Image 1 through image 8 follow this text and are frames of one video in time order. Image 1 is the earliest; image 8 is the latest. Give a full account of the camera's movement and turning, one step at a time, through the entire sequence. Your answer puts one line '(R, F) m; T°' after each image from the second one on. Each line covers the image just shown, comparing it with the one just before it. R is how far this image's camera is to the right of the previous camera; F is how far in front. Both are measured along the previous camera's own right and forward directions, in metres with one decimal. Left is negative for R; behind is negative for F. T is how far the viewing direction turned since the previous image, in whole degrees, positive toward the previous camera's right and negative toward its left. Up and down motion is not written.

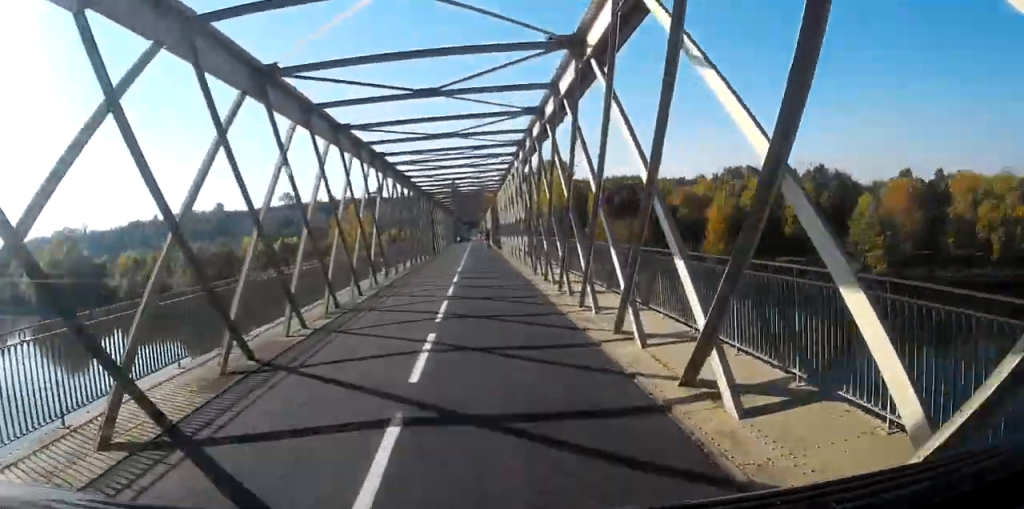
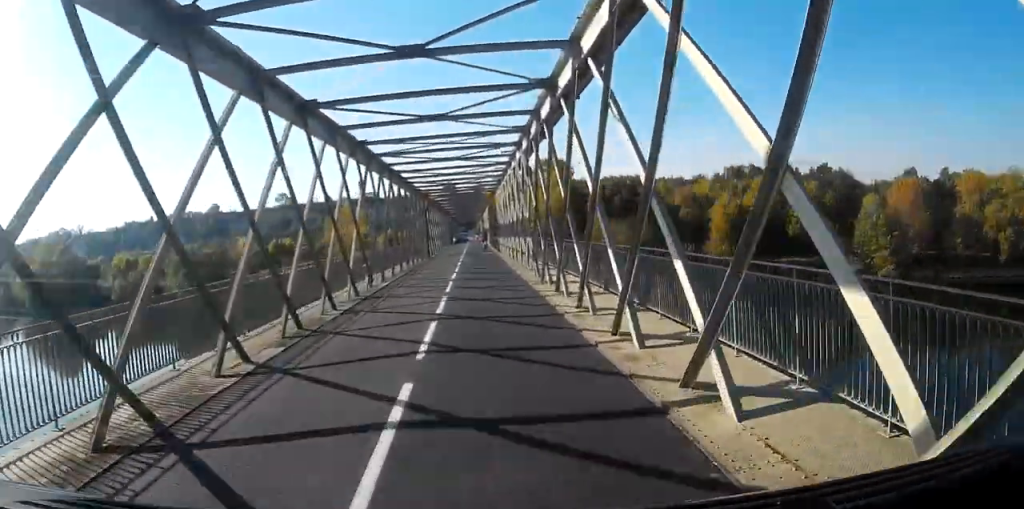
(0.0, +3.3) m; 0°
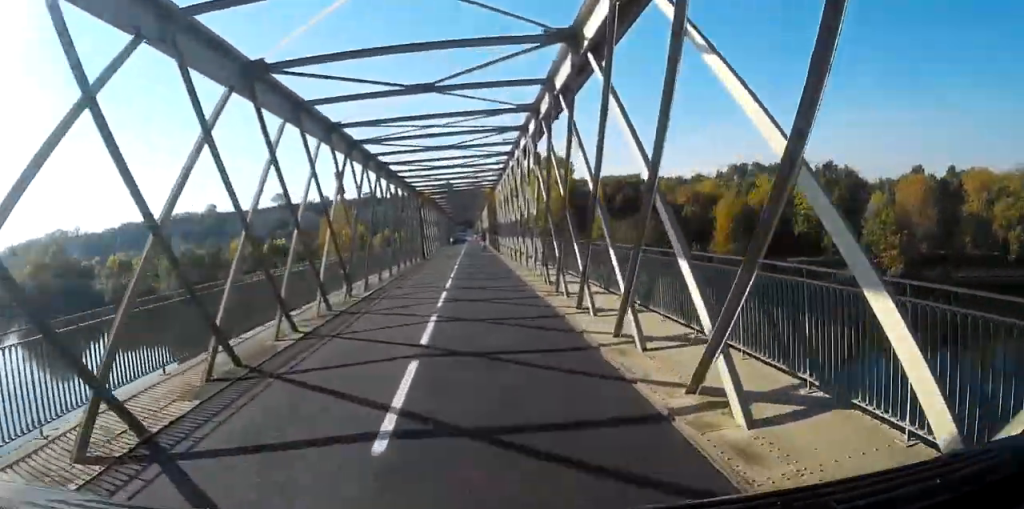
(0.0, +3.4) m; +1°
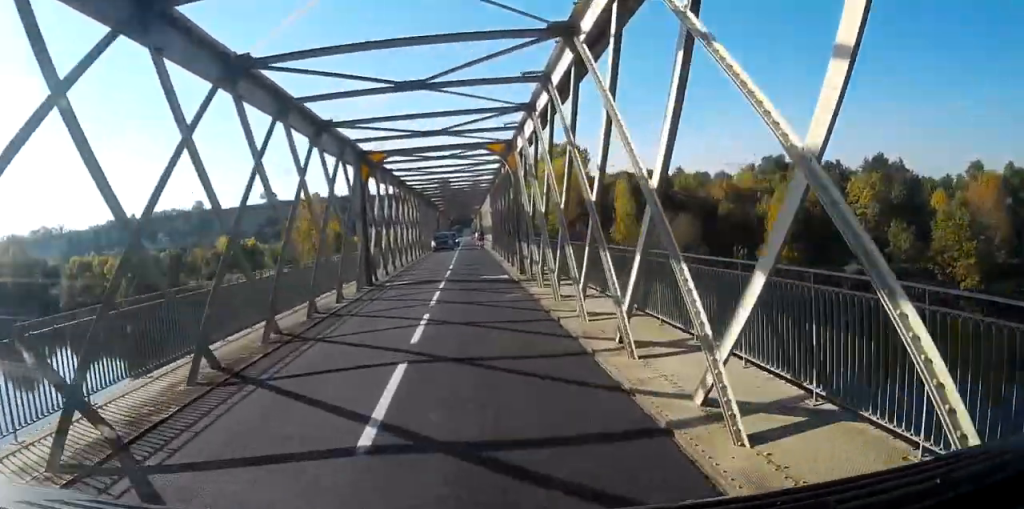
(+0.5, +21.8) m; +2°
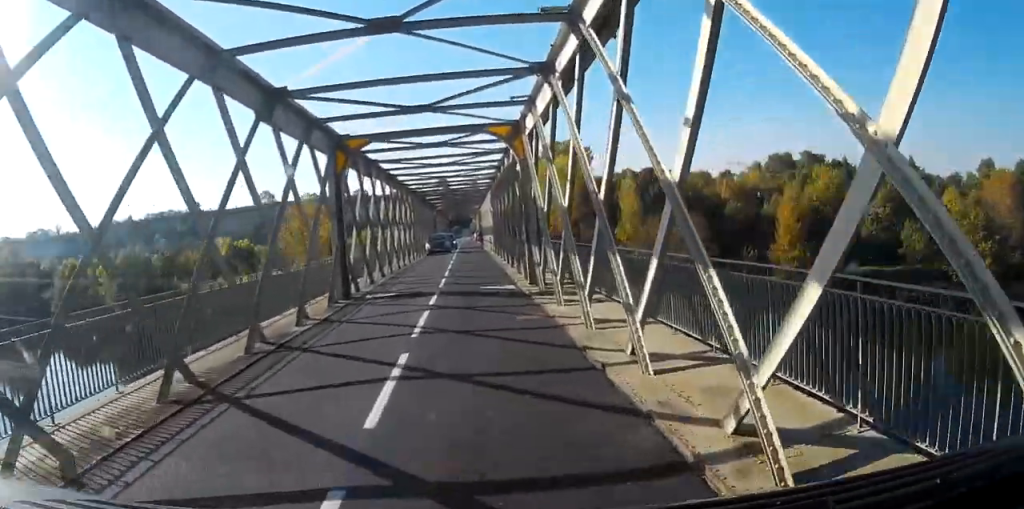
(+0.1, +4.0) m; 0°
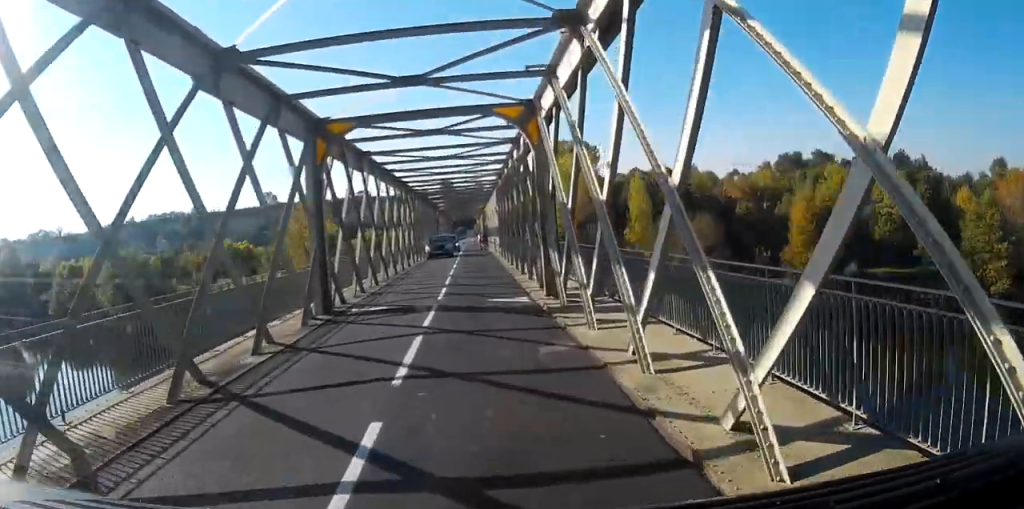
(0.0, +3.0) m; -1°
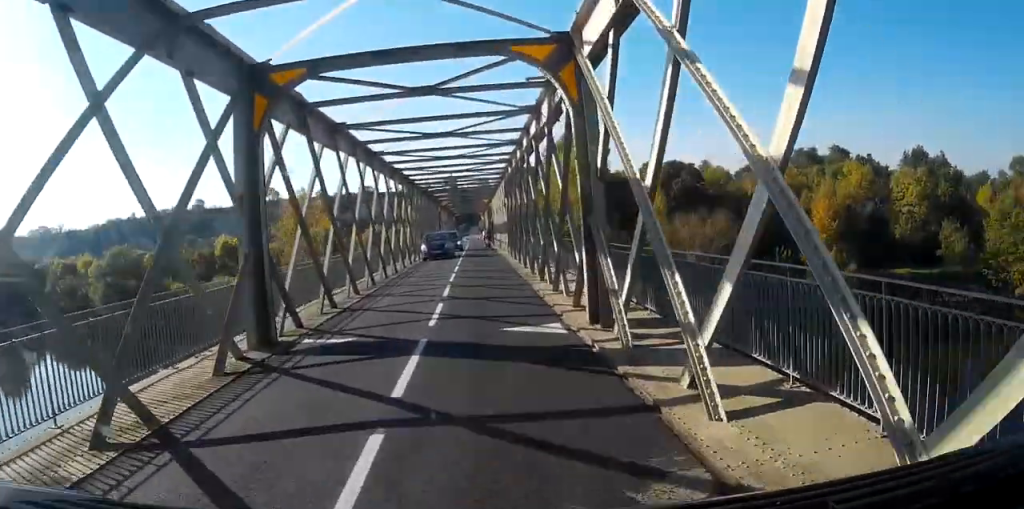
(-0.1, +5.0) m; -1°
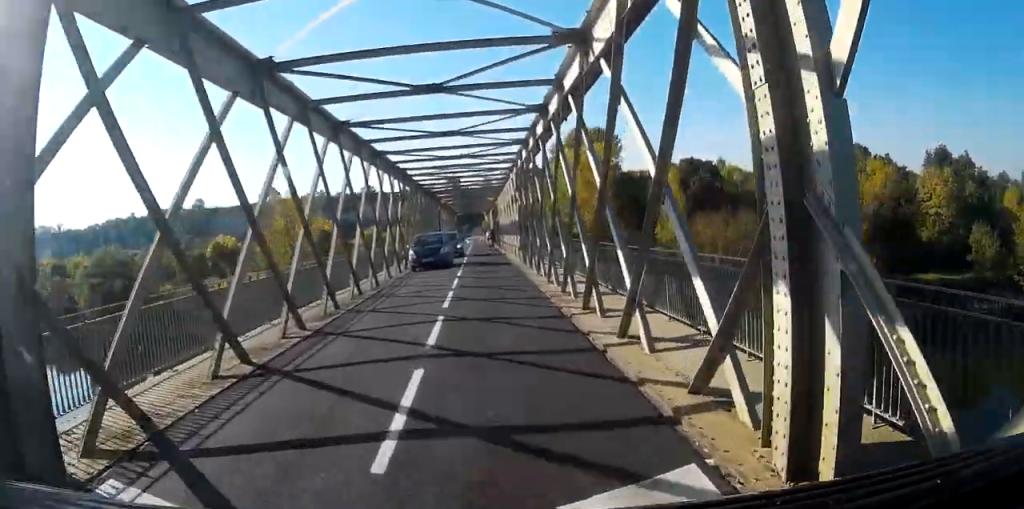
(0.0, +6.6) m; 0°
